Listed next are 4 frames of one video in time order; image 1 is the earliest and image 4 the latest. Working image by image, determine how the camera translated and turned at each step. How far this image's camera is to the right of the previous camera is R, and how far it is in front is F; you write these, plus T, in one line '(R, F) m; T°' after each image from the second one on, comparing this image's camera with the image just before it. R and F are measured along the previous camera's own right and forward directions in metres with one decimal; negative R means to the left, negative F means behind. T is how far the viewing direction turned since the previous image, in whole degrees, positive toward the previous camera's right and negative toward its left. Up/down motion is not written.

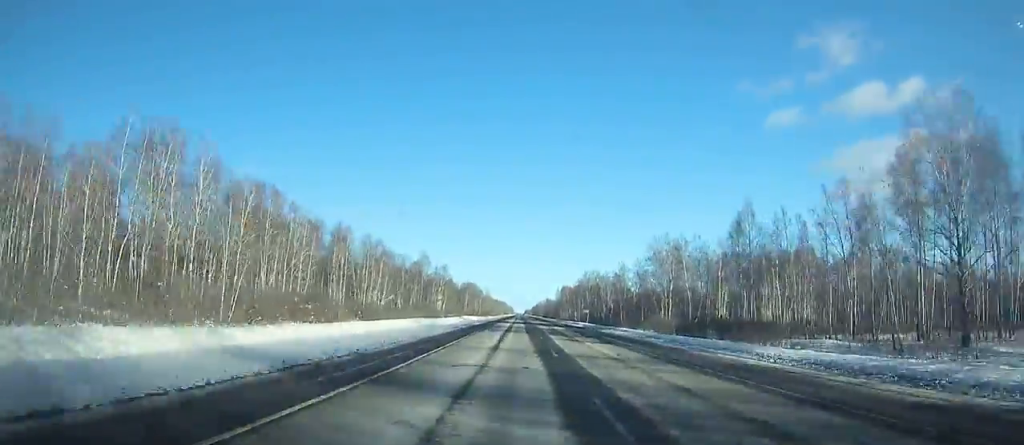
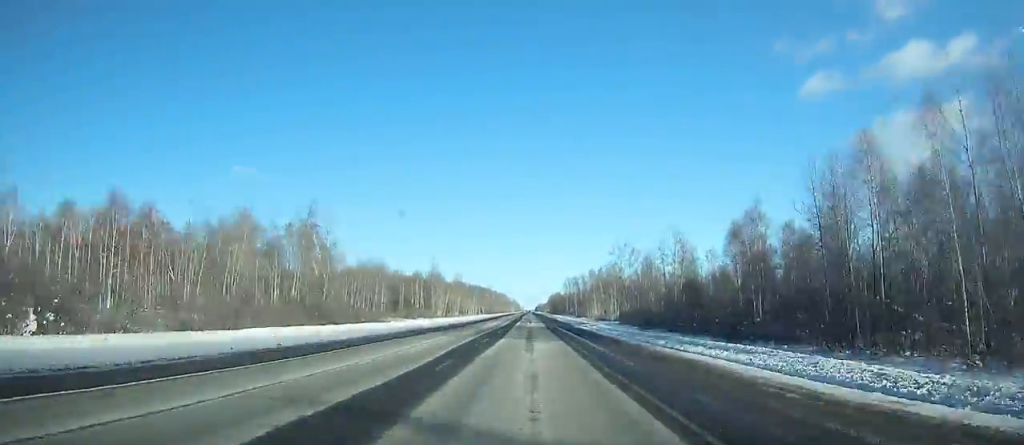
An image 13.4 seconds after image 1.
(-1.8, +381.1) m; -1°
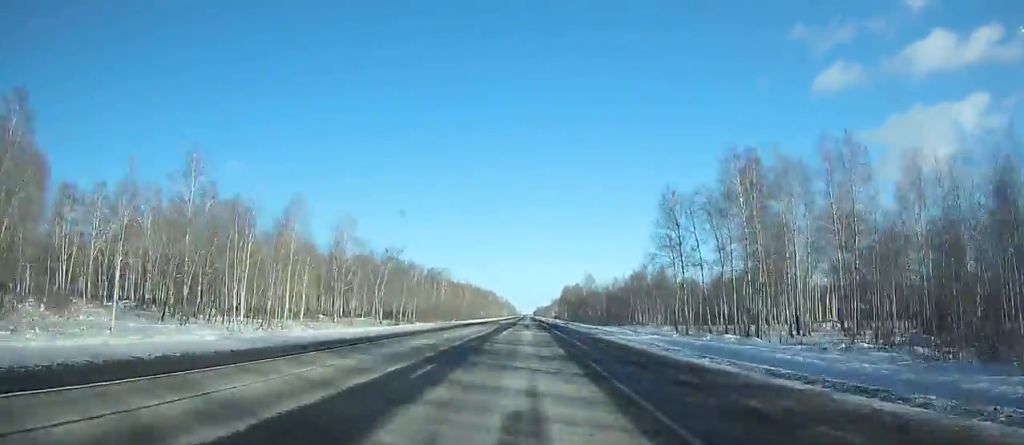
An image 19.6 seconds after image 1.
(+0.6, +174.0) m; 0°
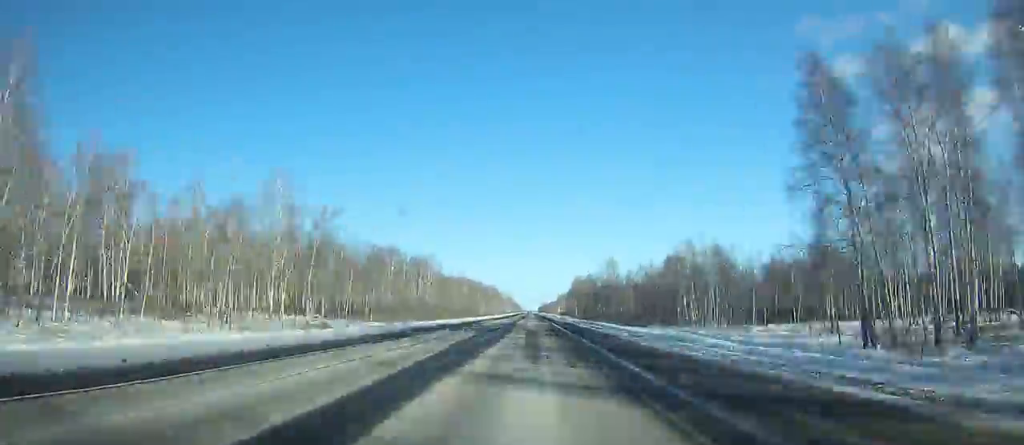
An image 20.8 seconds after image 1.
(+0.1, +34.5) m; 0°
